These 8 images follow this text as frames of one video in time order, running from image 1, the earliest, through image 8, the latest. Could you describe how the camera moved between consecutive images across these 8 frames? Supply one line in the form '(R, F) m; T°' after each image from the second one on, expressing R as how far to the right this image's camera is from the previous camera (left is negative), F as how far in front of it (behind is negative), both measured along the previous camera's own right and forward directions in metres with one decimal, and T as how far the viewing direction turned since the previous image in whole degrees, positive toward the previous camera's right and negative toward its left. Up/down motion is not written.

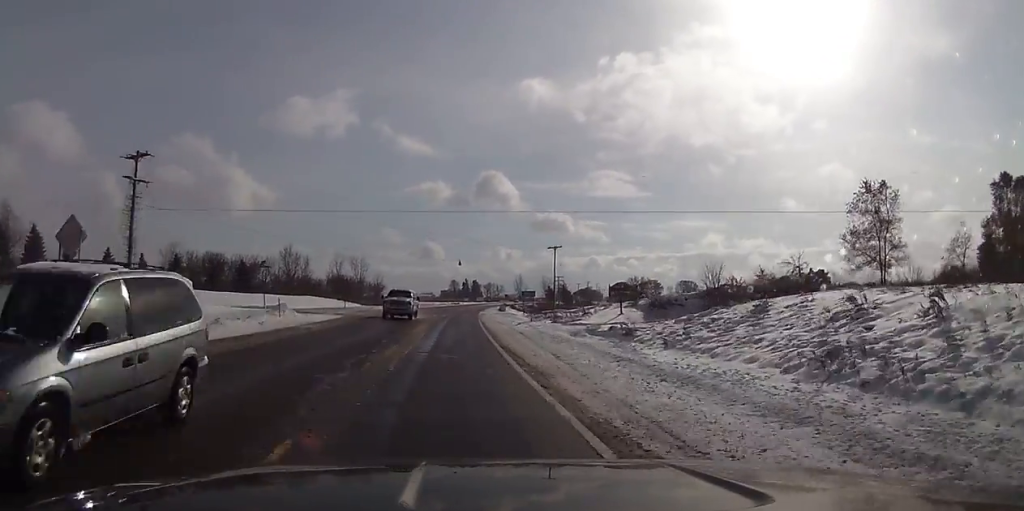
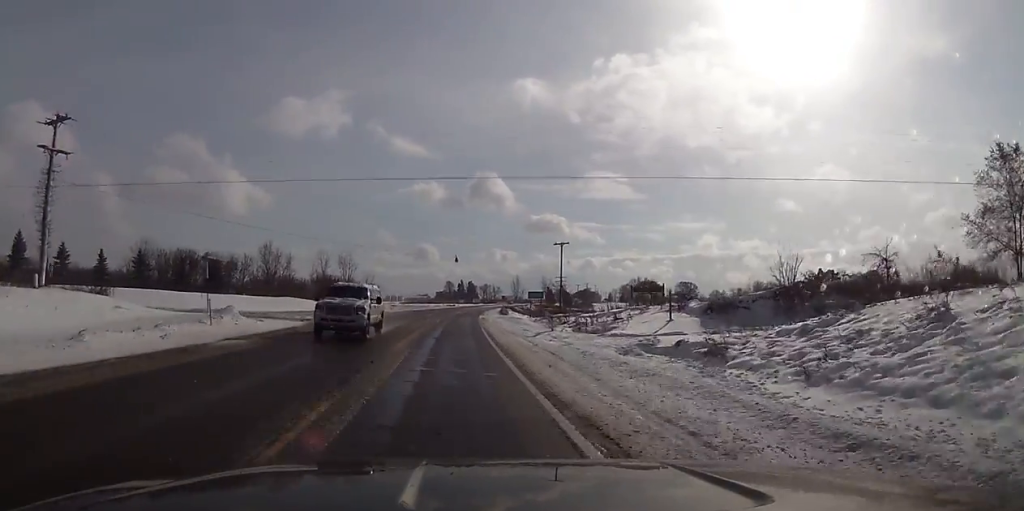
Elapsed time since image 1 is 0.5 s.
(+0.1, +11.4) m; +1°
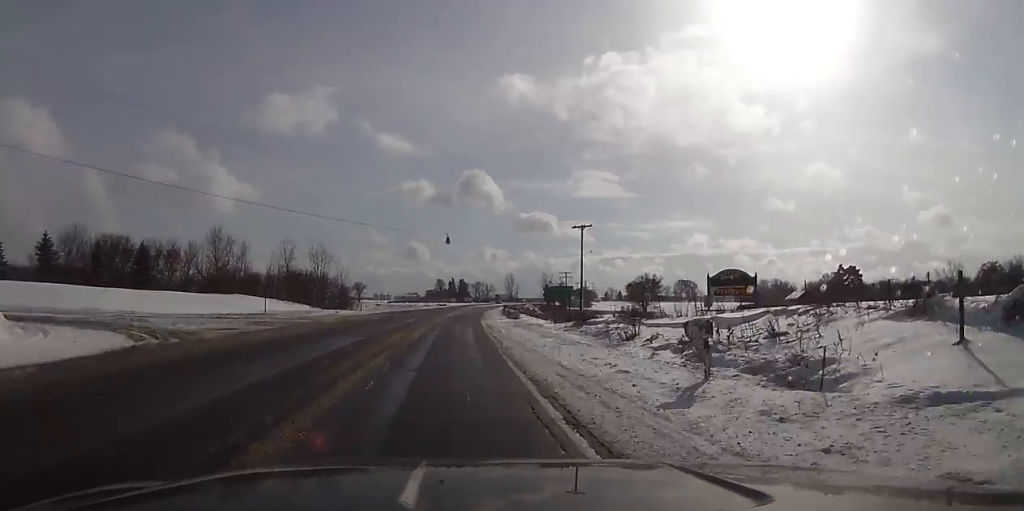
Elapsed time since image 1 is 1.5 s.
(+0.1, +22.2) m; 0°
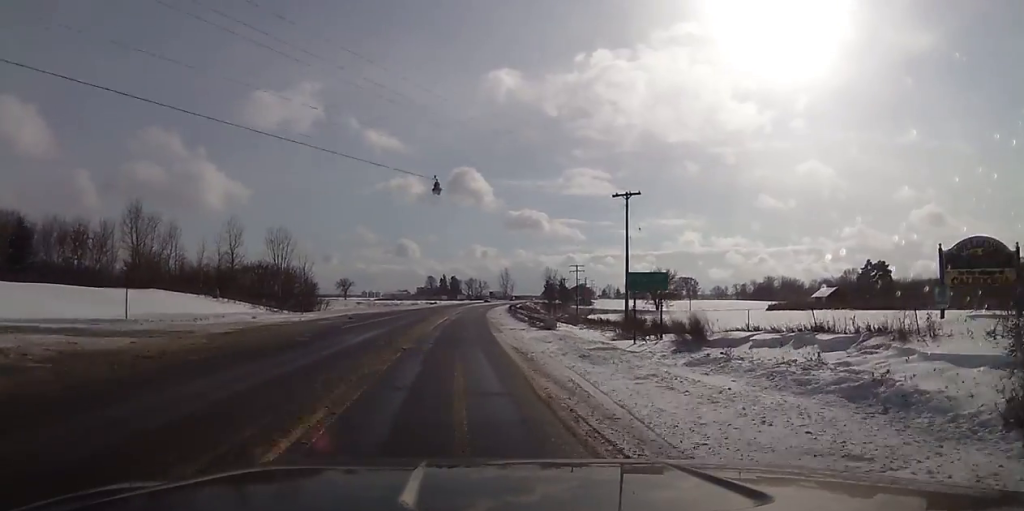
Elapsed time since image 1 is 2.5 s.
(0.0, +24.0) m; +1°
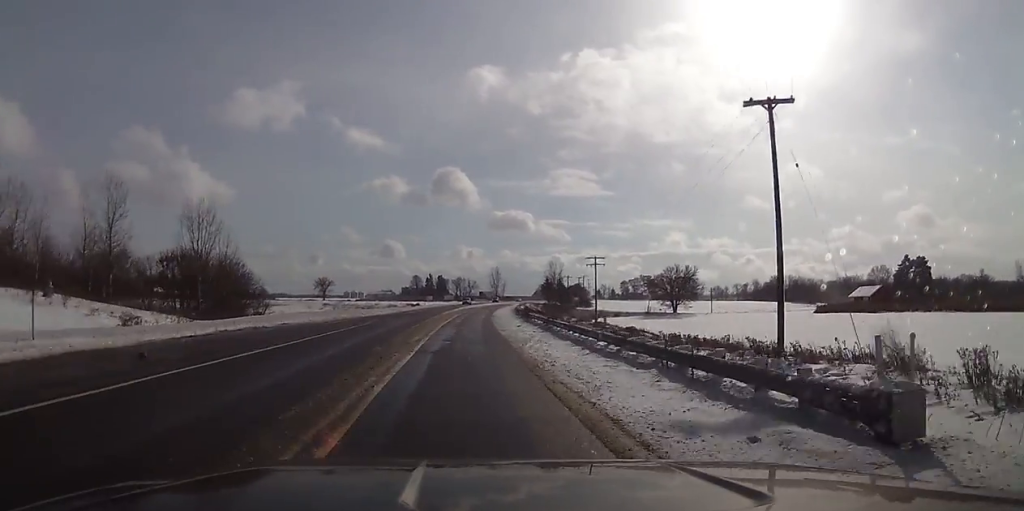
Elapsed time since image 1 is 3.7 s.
(+0.3, +29.2) m; +1°
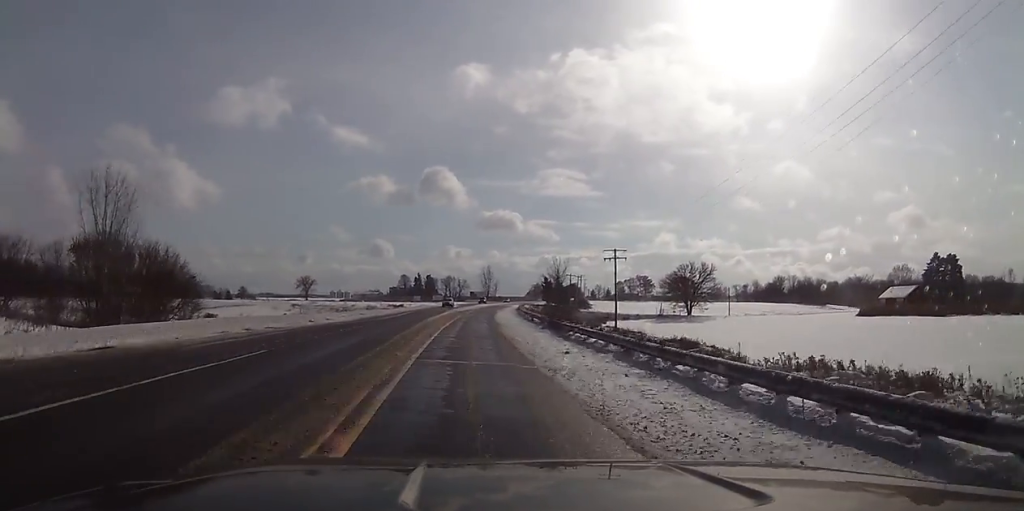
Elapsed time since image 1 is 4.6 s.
(+0.1, +19.8) m; +1°
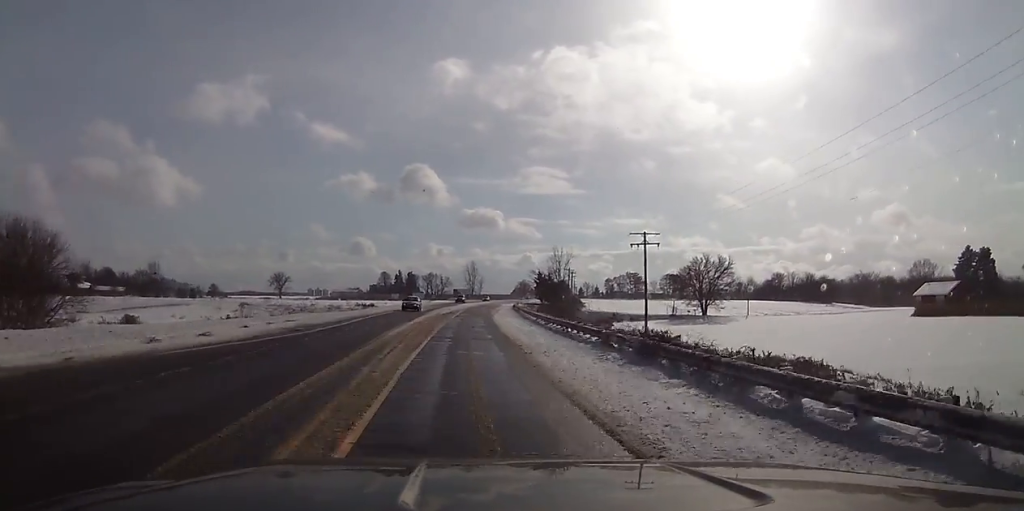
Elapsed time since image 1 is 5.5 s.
(+0.2, +21.4) m; +1°
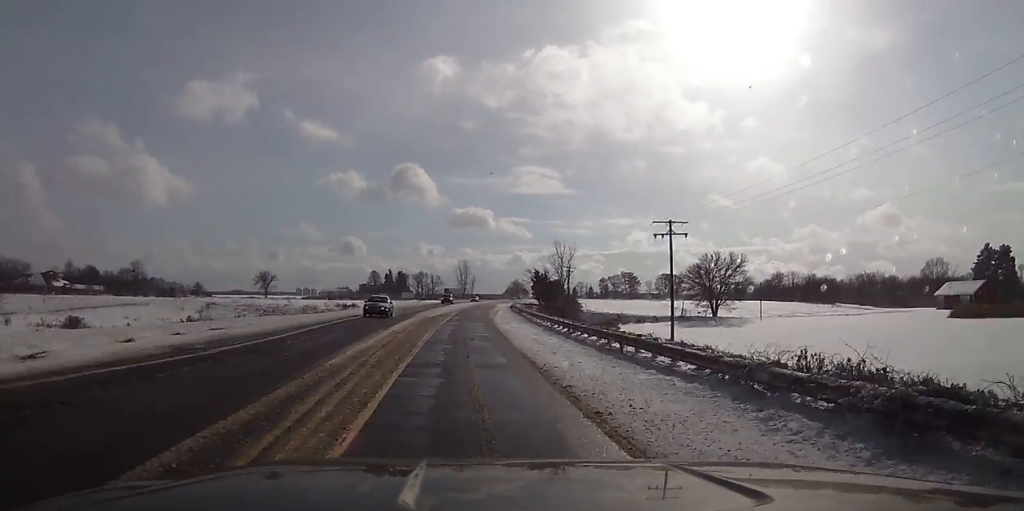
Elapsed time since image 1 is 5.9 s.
(+0.1, +11.1) m; +1°
